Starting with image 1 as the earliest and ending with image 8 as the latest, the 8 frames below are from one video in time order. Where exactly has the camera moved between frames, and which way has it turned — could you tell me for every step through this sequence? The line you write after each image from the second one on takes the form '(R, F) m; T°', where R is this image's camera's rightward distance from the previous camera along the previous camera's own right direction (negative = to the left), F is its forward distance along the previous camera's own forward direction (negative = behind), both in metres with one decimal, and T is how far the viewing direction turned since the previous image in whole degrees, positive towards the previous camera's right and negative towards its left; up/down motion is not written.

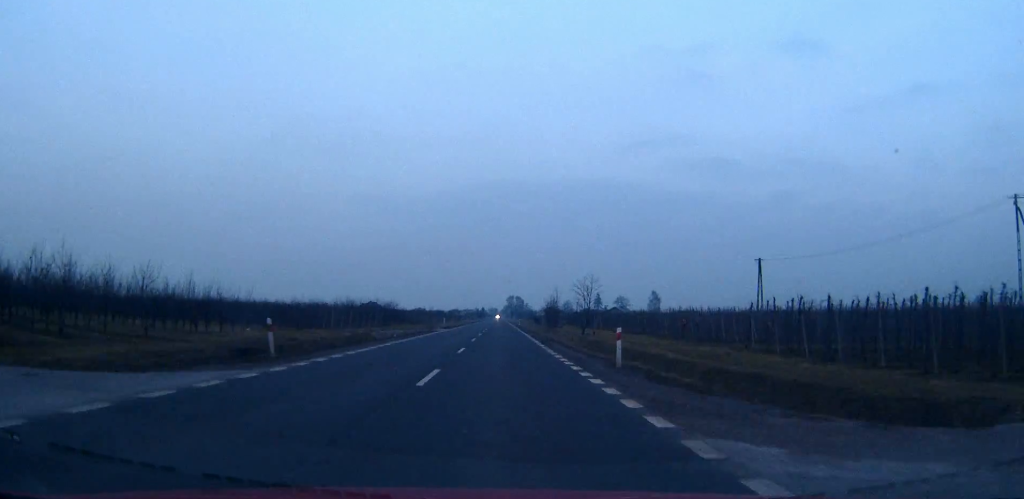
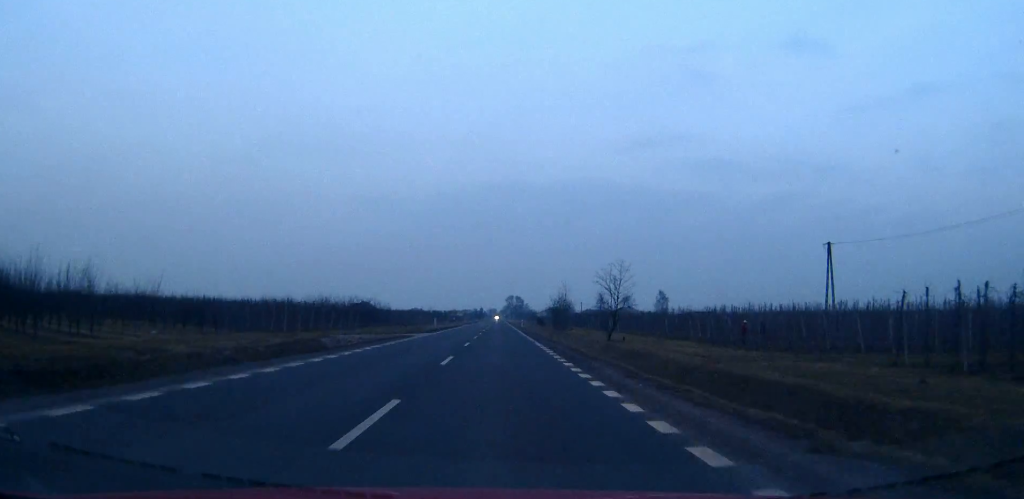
(+0.1, +18.3) m; 0°
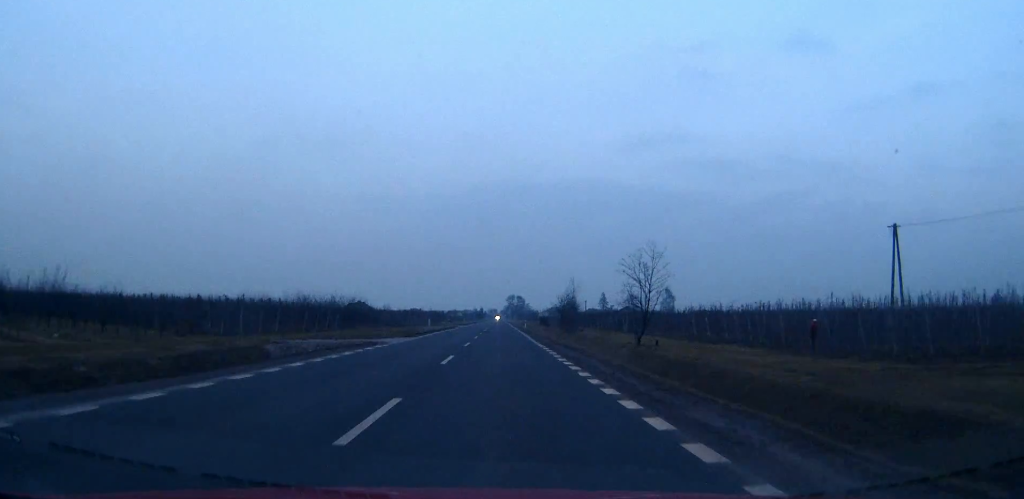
(0.0, +11.8) m; 0°
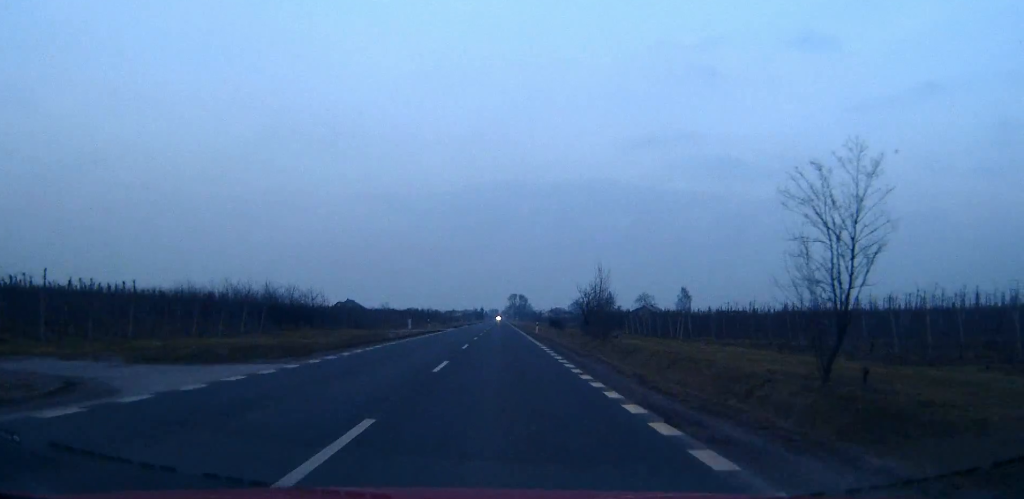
(0.0, +26.1) m; 0°
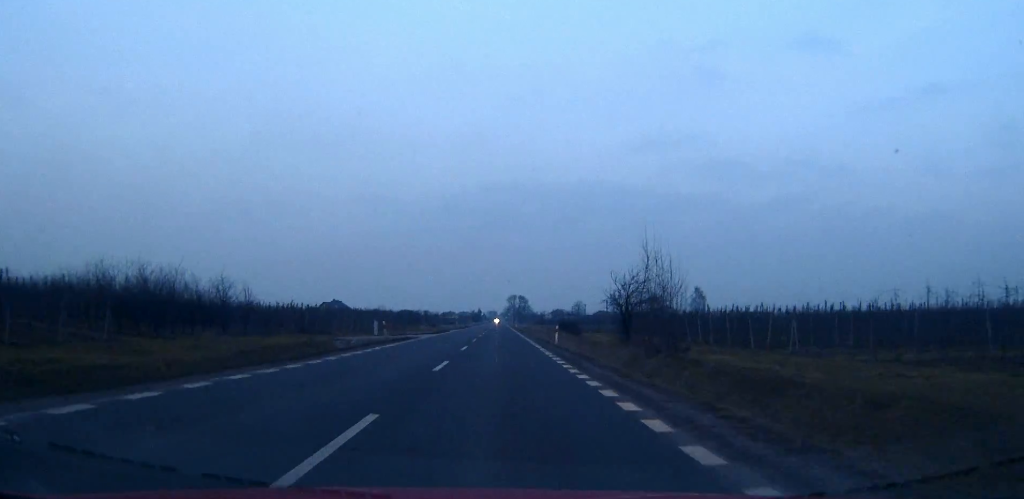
(0.0, +23.5) m; 0°
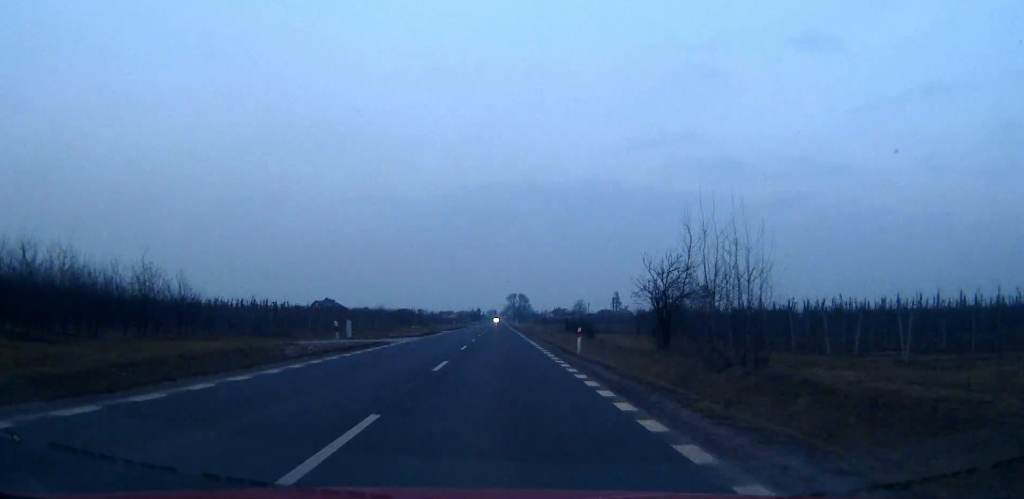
(0.0, +11.7) m; 0°
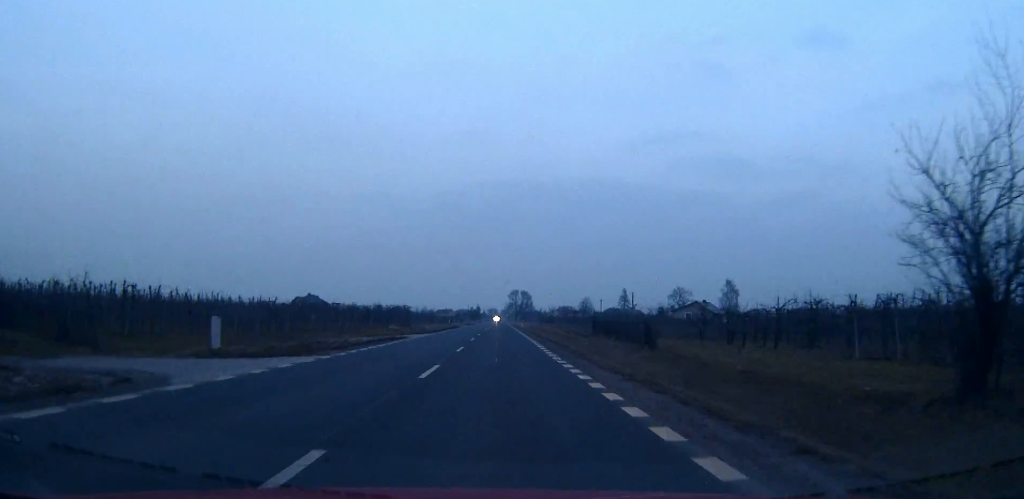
(0.0, +26.7) m; 0°
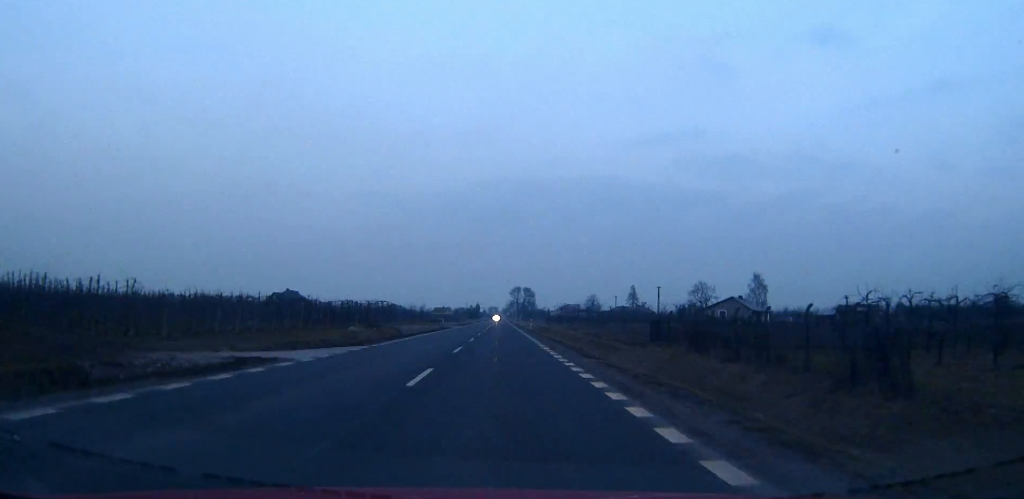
(-0.1, +26.0) m; 0°
